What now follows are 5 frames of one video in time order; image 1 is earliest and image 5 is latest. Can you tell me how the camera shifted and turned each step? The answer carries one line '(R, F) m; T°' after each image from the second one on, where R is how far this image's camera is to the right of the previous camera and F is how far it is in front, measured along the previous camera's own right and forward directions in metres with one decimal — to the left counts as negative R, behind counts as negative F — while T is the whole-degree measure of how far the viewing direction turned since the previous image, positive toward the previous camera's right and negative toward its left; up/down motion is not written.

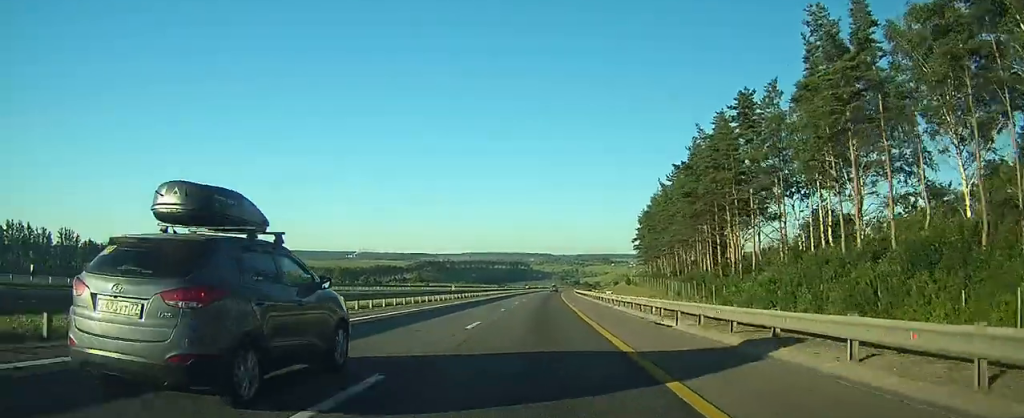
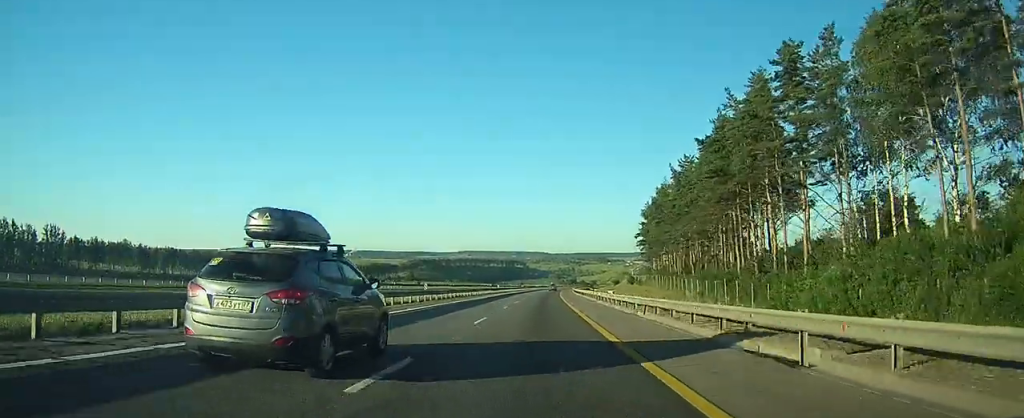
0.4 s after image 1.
(0.0, +10.2) m; 0°
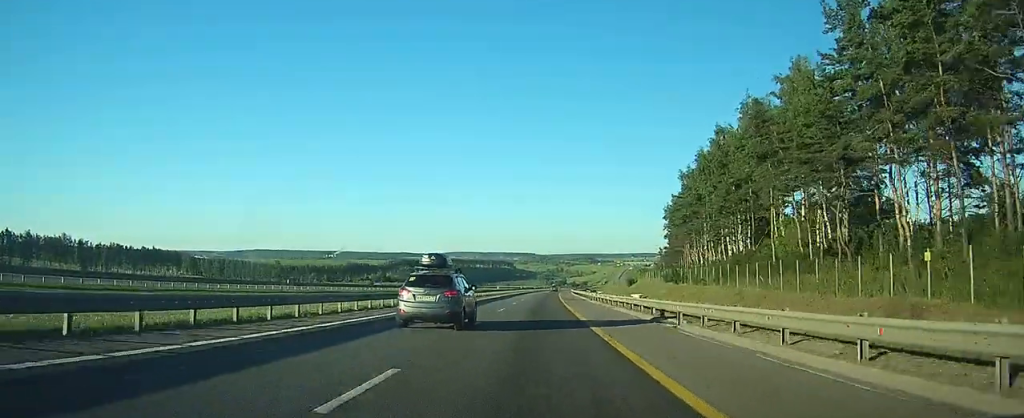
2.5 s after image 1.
(+0.5, +48.8) m; +1°
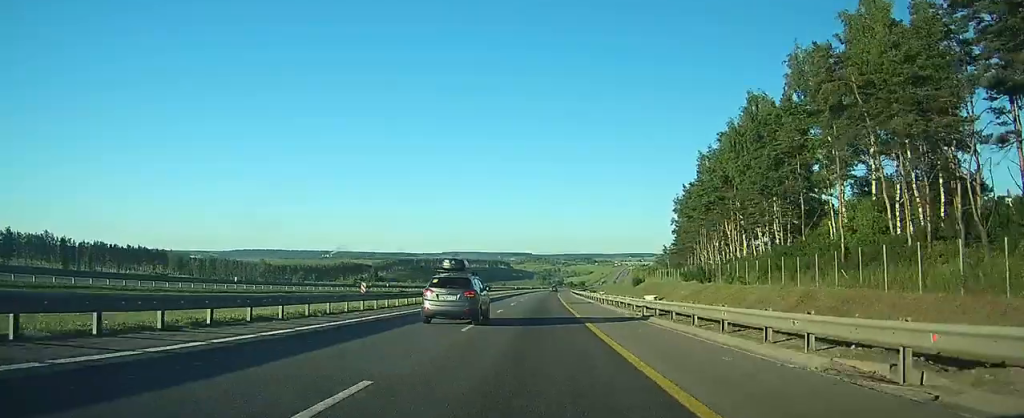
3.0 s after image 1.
(+0.1, +13.0) m; 0°
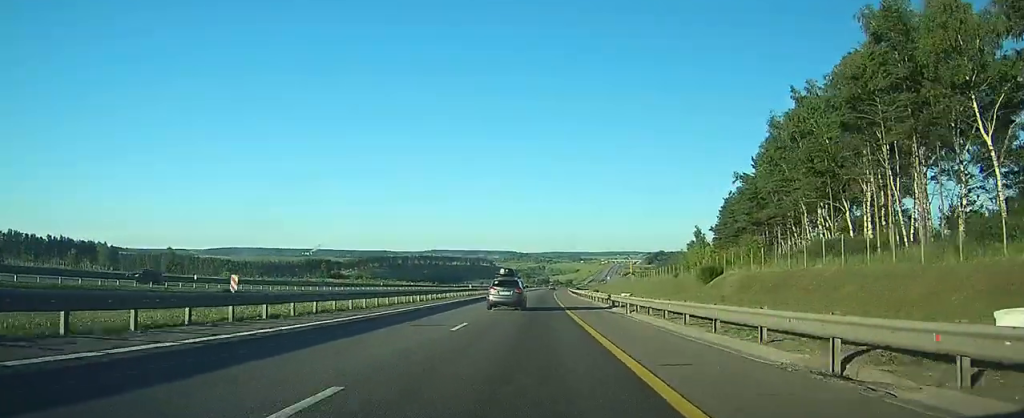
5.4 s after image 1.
(+0.9, +59.6) m; +2°
